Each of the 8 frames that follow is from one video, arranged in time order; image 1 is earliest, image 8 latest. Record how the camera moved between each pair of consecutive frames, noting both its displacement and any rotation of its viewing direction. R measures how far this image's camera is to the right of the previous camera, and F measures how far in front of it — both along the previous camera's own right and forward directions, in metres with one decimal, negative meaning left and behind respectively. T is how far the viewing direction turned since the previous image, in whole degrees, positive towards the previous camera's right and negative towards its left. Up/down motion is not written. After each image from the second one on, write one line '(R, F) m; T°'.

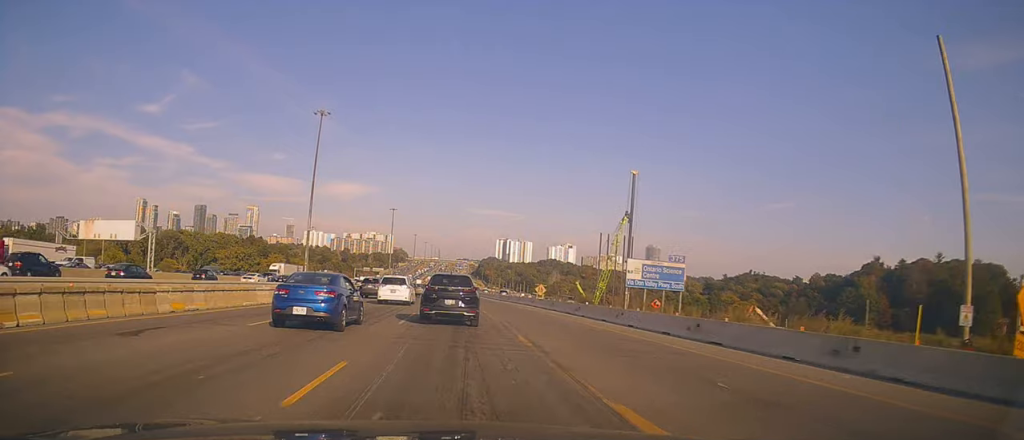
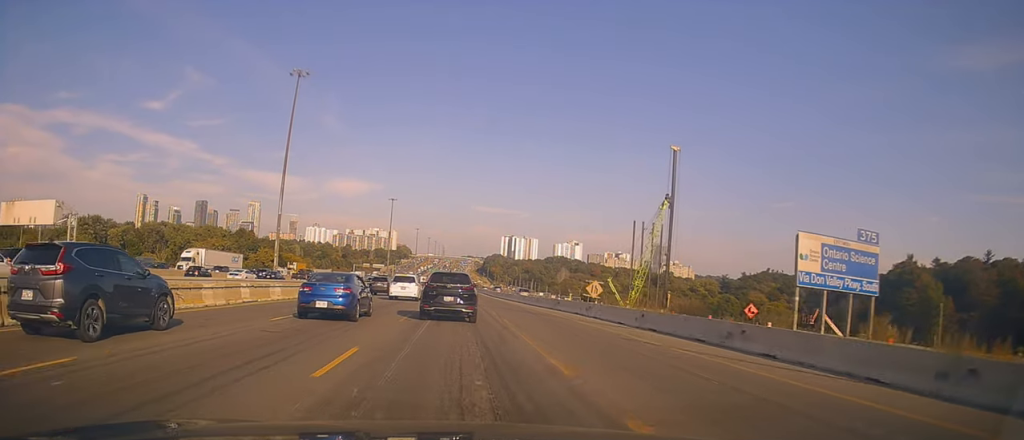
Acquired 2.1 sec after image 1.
(-0.9, +20.2) m; +1°
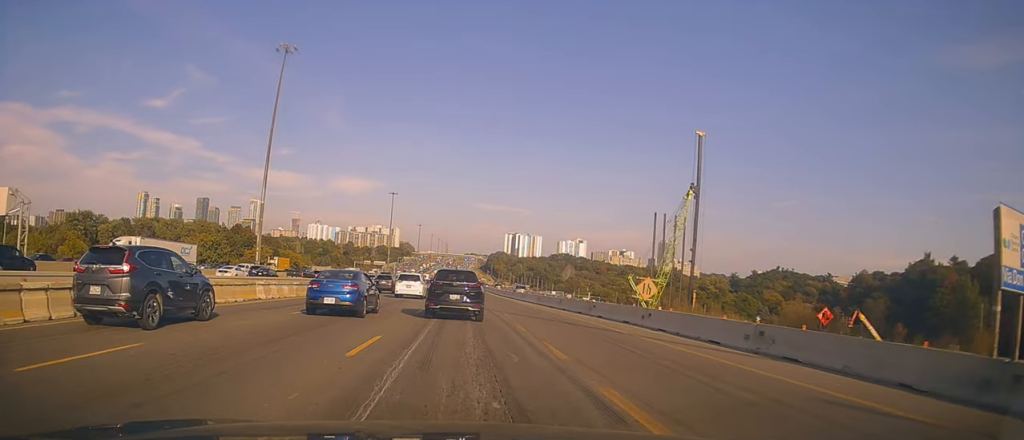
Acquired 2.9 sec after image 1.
(+0.5, +9.6) m; +2°
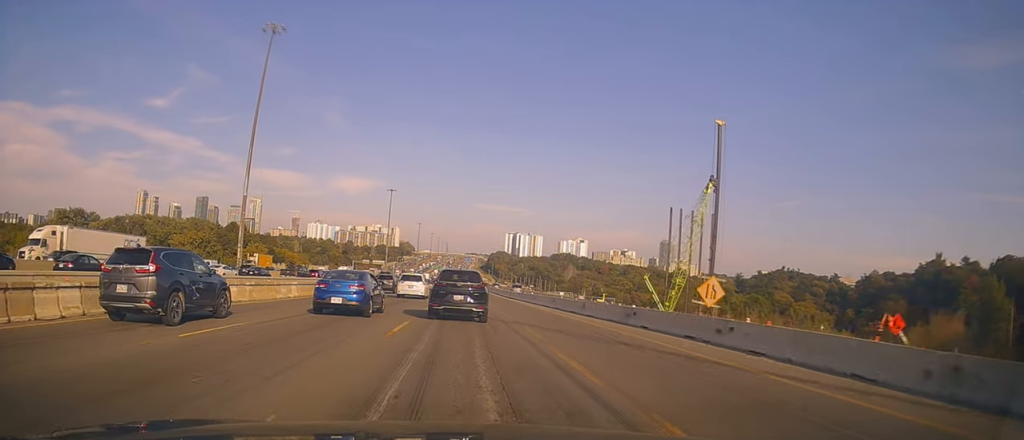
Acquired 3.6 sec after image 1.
(+0.1, +7.3) m; -1°
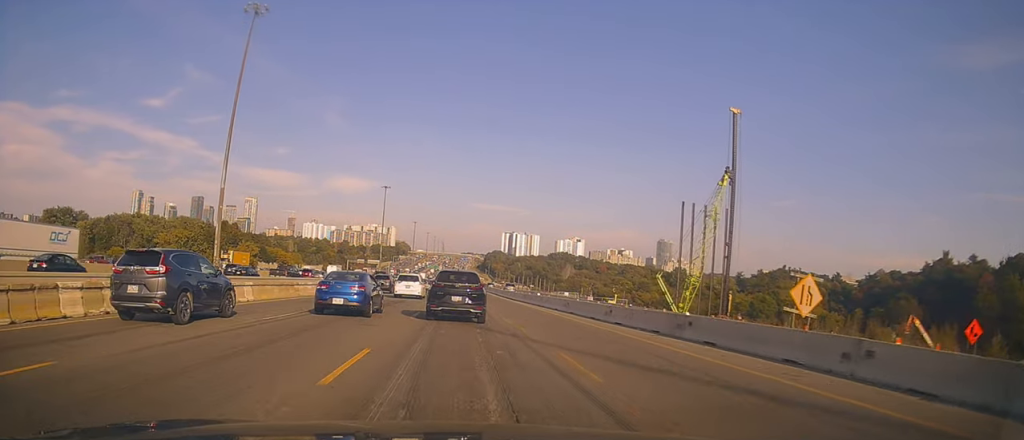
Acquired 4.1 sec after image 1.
(+0.1, +6.6) m; -1°
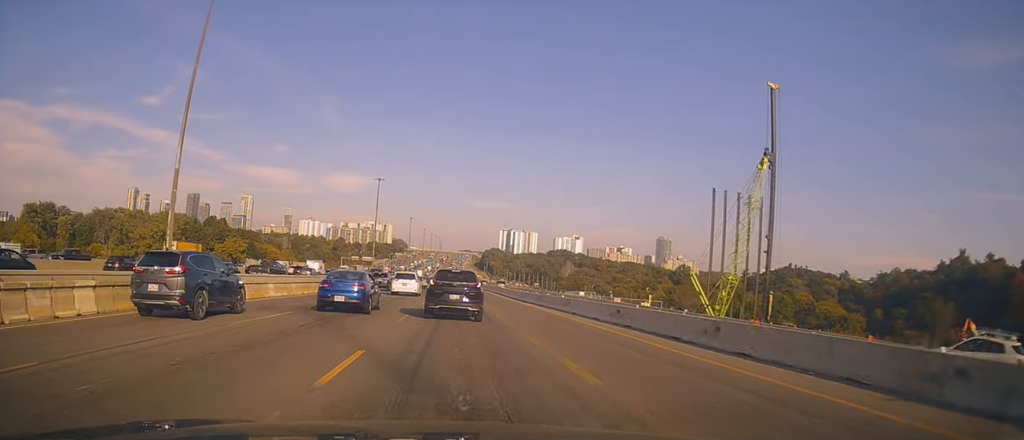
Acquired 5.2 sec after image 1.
(-0.5, +12.3) m; -3°
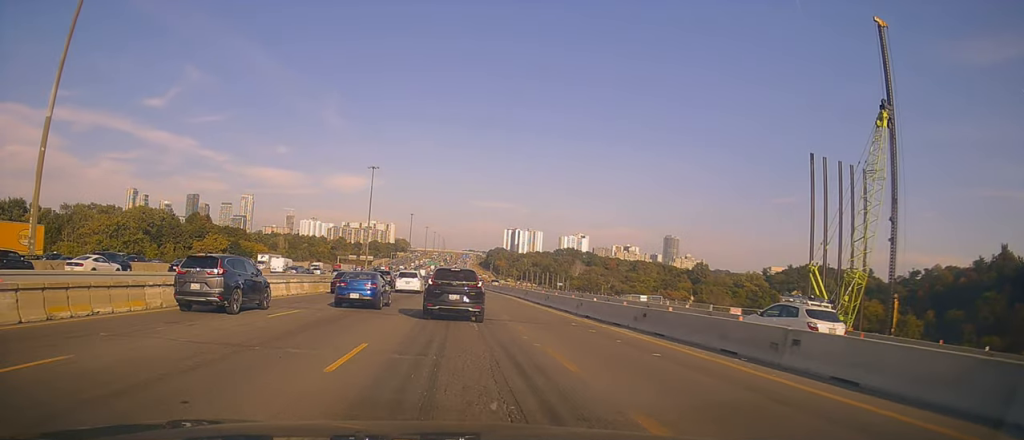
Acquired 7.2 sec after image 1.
(0.0, +23.5) m; 0°
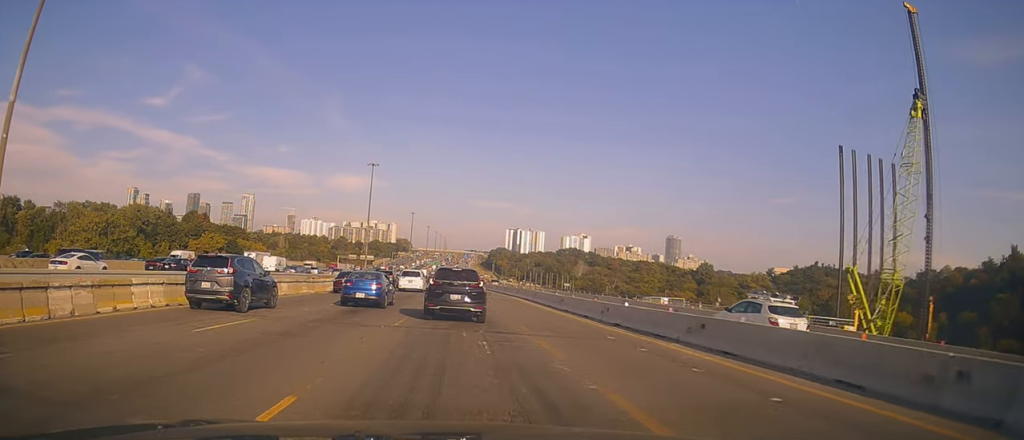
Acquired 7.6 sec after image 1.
(0.0, +5.0) m; +1°
